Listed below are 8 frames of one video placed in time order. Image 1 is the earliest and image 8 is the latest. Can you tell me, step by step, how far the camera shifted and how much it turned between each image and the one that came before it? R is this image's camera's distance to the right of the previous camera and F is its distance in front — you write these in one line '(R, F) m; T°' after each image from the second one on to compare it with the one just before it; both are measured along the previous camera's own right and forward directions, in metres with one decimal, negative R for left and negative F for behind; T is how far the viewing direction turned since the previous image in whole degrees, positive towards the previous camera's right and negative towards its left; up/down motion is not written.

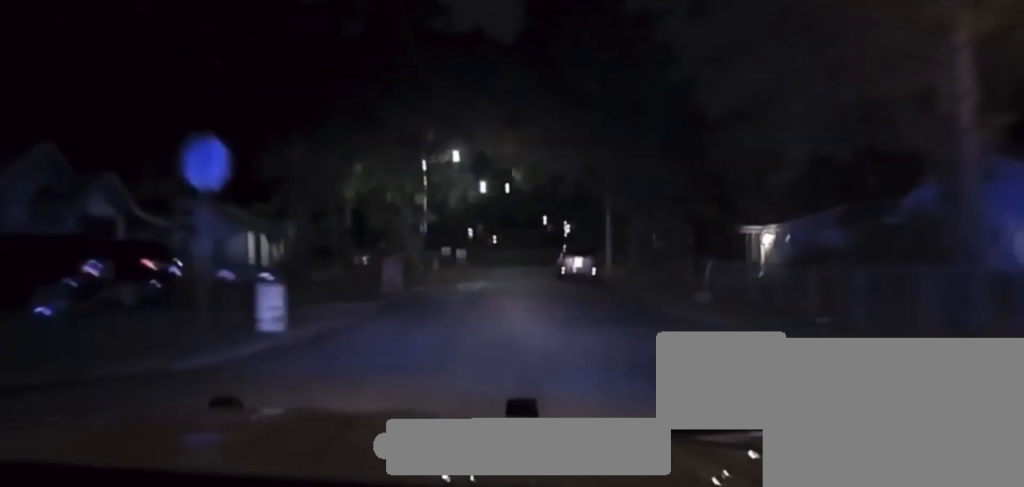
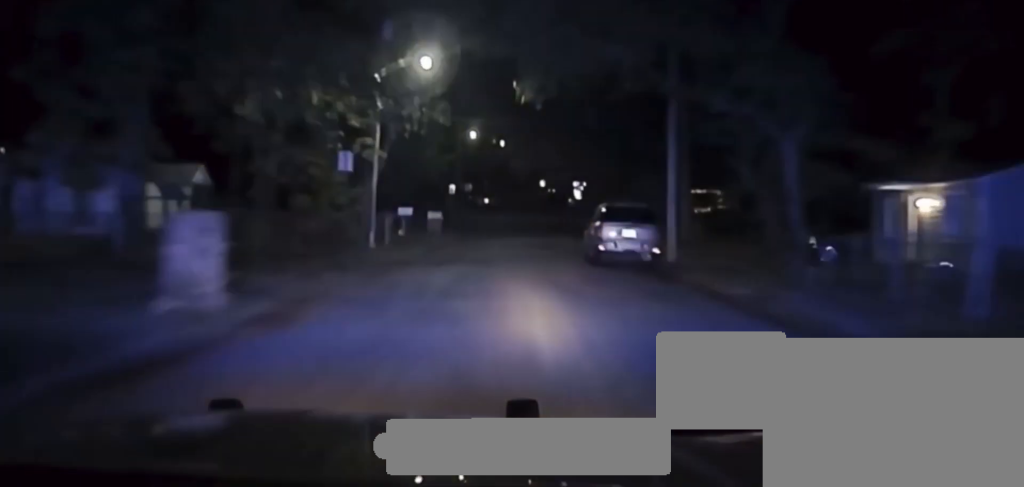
(-0.1, +16.3) m; +1°
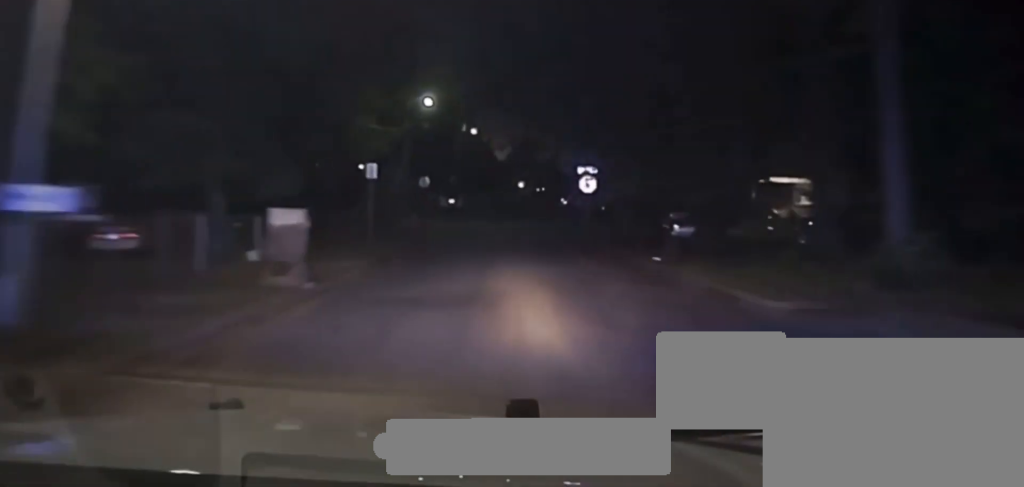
(+0.5, +23.0) m; +2°
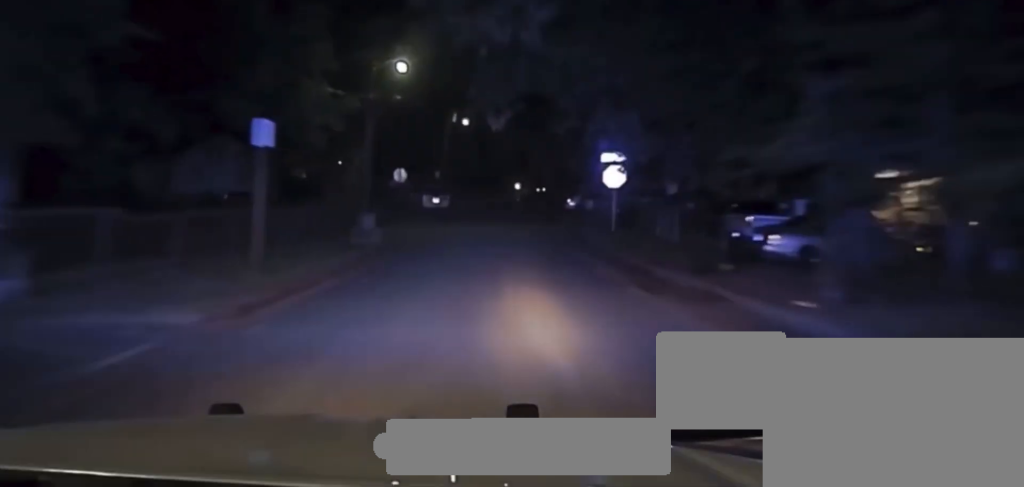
(+0.1, +12.4) m; 0°
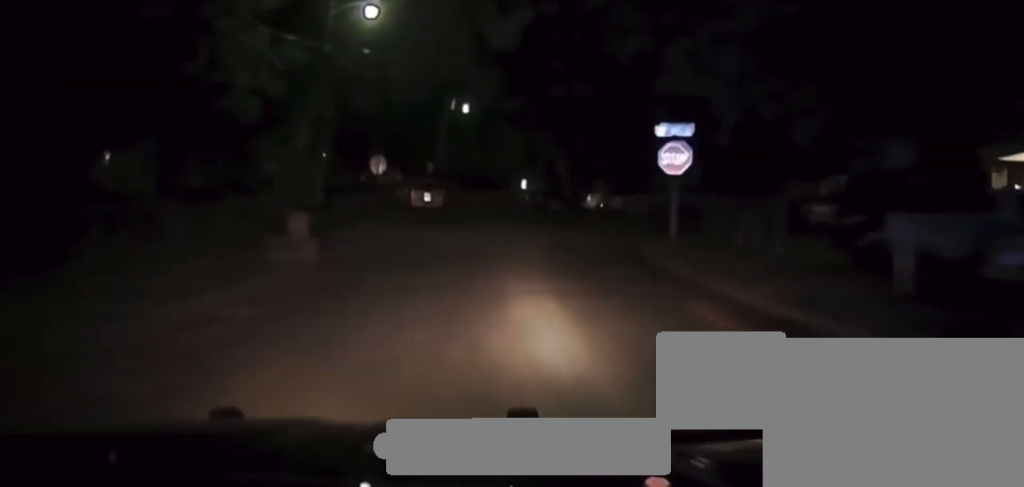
(0.0, +12.0) m; 0°
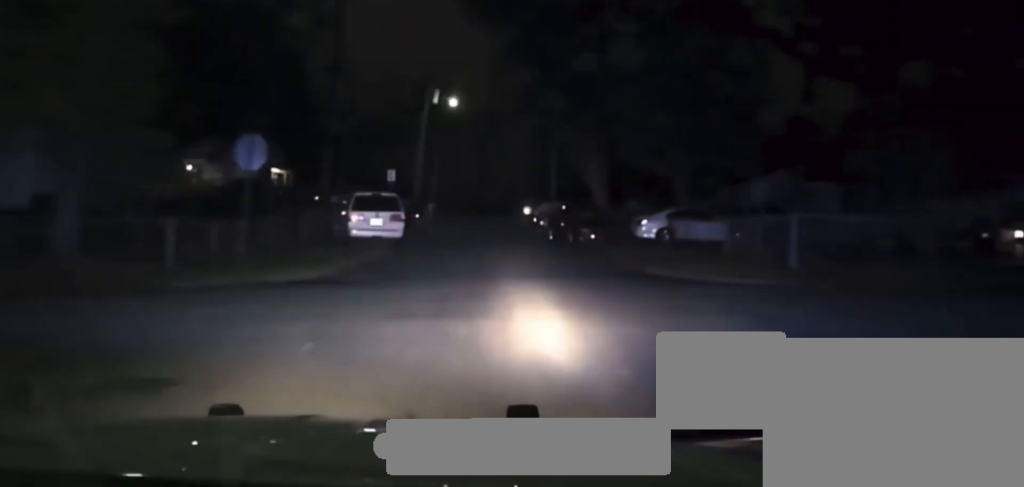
(-0.1, +30.0) m; -1°
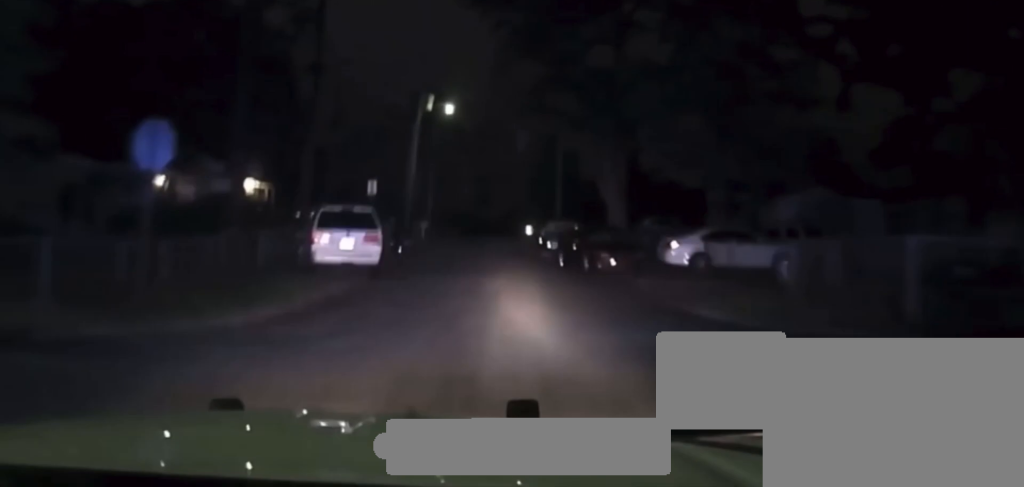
(0.0, +9.2) m; 0°
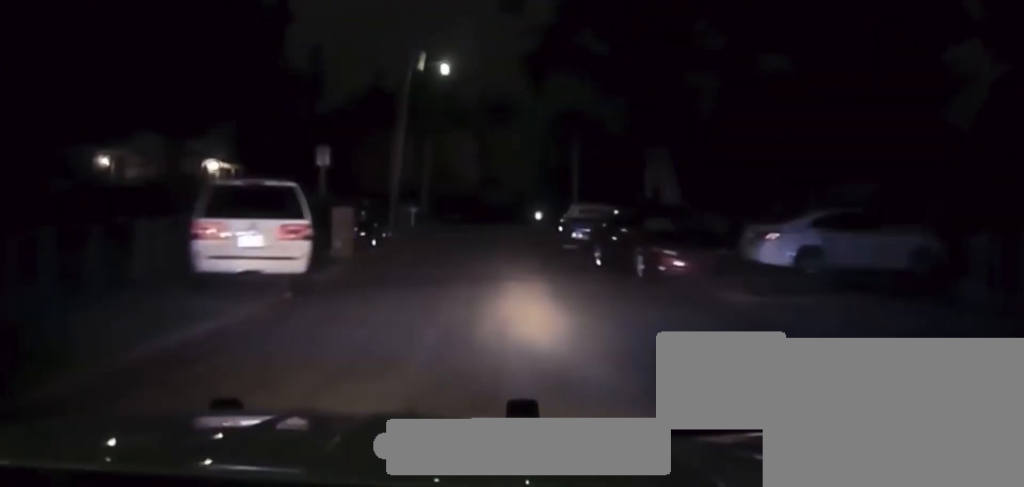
(-0.1, +13.8) m; 0°
